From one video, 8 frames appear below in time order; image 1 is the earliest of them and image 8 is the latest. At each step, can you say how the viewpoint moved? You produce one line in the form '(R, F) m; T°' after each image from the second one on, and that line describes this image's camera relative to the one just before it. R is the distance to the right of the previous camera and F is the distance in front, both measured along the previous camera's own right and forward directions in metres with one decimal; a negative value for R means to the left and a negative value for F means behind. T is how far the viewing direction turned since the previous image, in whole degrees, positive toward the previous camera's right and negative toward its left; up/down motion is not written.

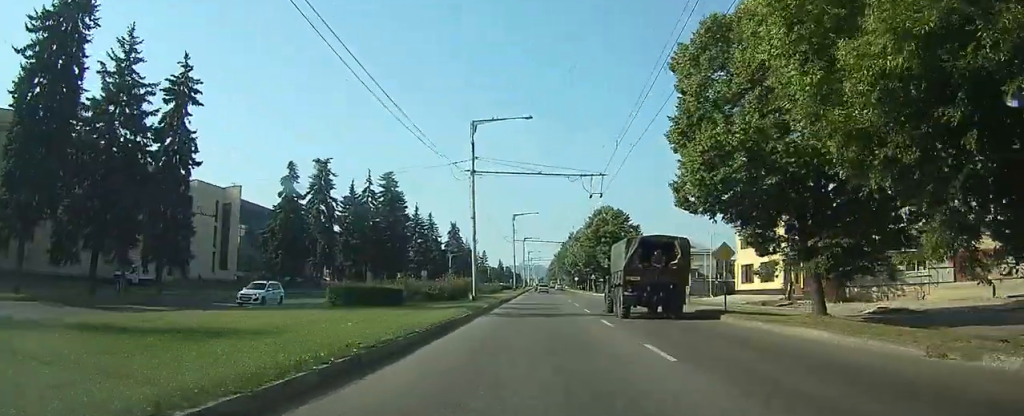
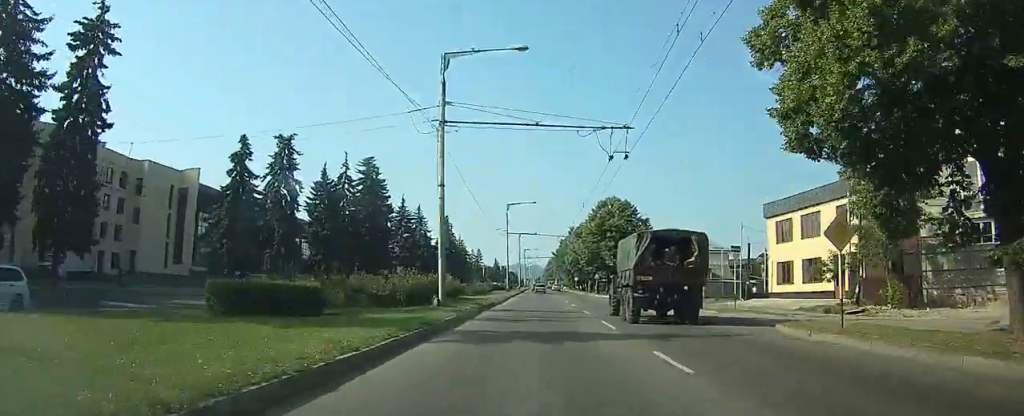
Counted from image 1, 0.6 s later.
(-0.1, +10.3) m; 0°
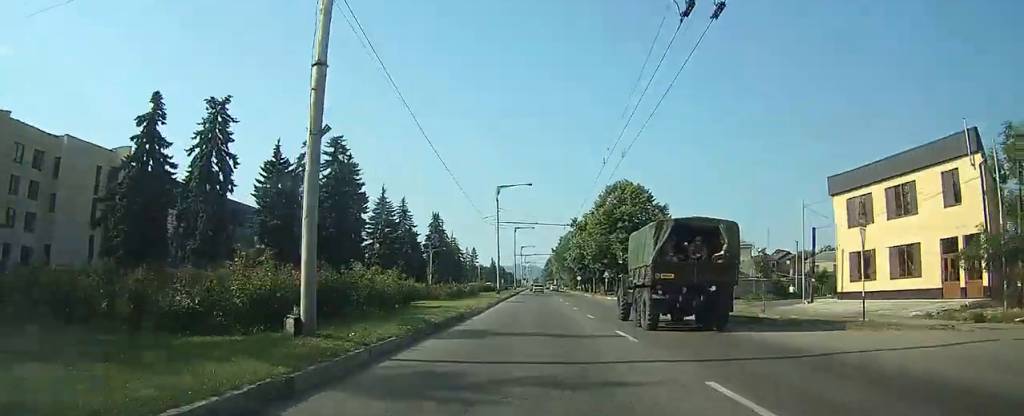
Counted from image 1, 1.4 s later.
(0.0, +13.1) m; 0°
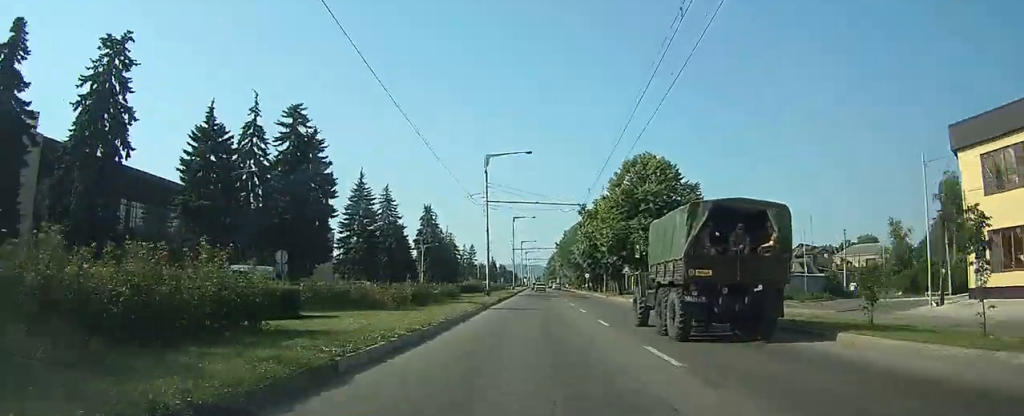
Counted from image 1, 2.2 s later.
(0.0, +13.6) m; 0°
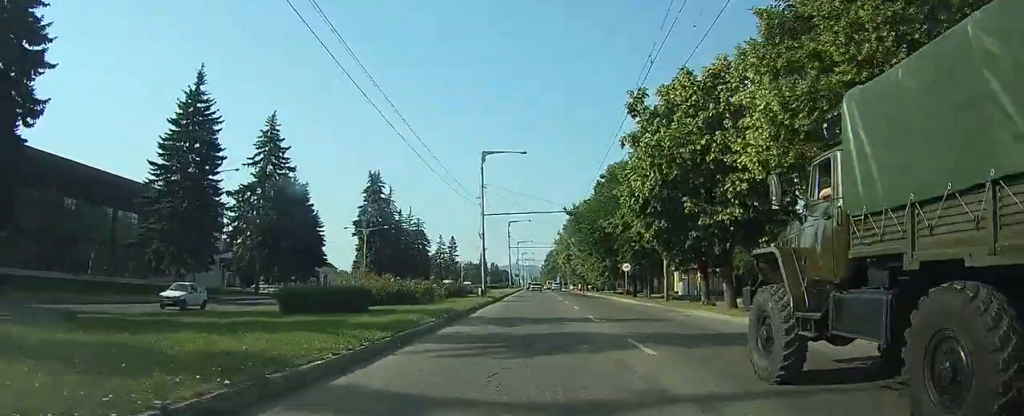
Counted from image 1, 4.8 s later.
(+0.5, +44.0) m; +1°
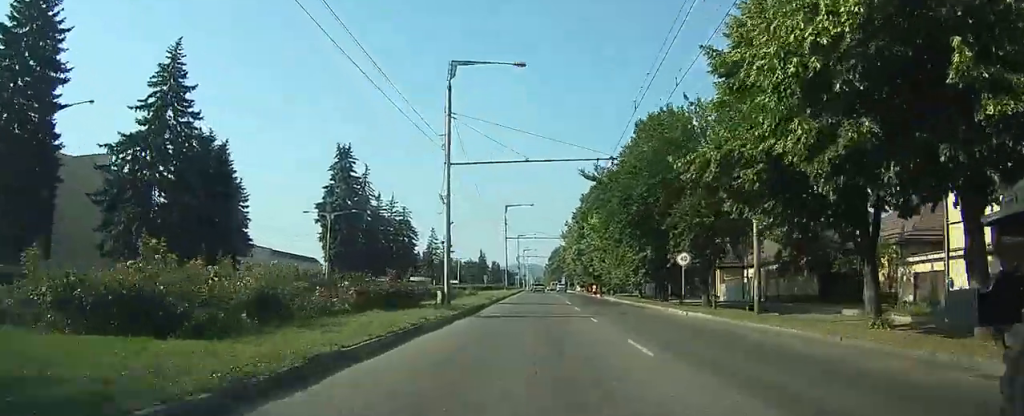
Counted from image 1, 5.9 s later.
(0.0, +18.5) m; 0°
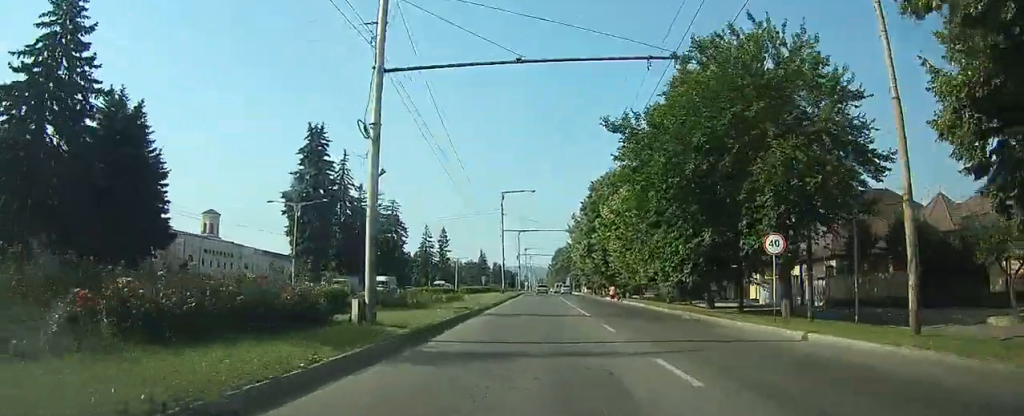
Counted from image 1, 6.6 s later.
(0.0, +11.8) m; 0°
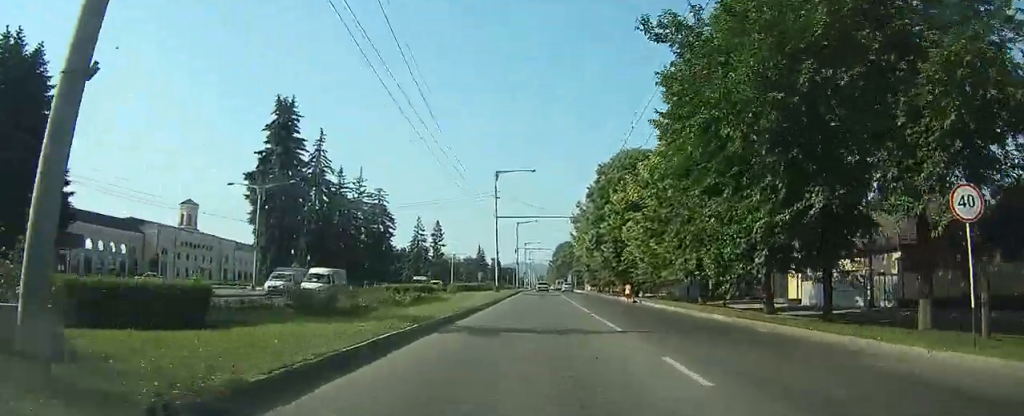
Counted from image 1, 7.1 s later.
(0.0, +9.5) m; 0°
